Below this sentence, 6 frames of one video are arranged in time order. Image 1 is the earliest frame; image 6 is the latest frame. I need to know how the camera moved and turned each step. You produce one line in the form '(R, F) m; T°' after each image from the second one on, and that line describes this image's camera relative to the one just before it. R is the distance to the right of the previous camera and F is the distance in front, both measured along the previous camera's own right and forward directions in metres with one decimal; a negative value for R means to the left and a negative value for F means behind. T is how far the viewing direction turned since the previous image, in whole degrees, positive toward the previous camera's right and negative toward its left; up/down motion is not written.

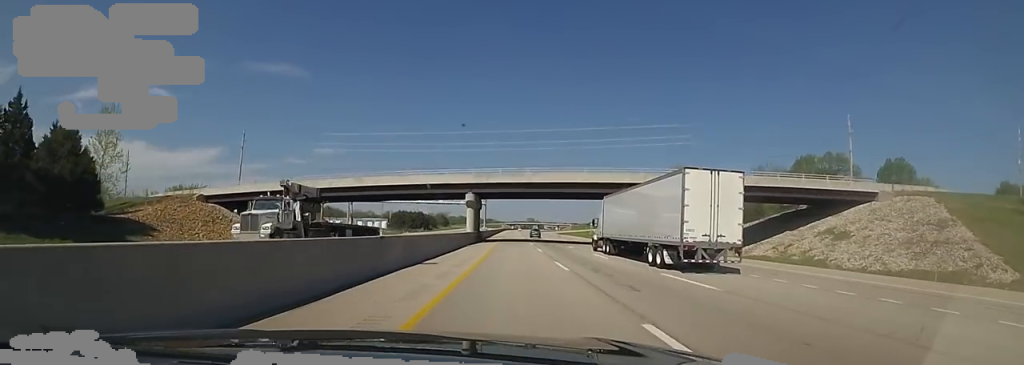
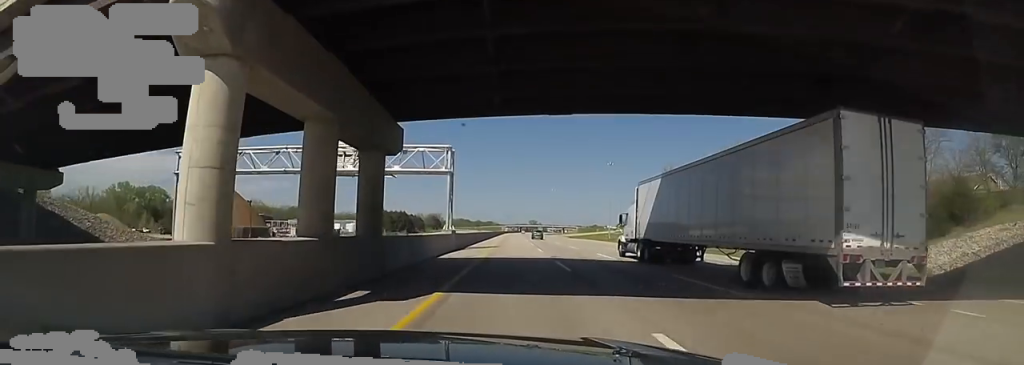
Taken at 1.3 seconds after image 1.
(+0.1, +46.4) m; 0°
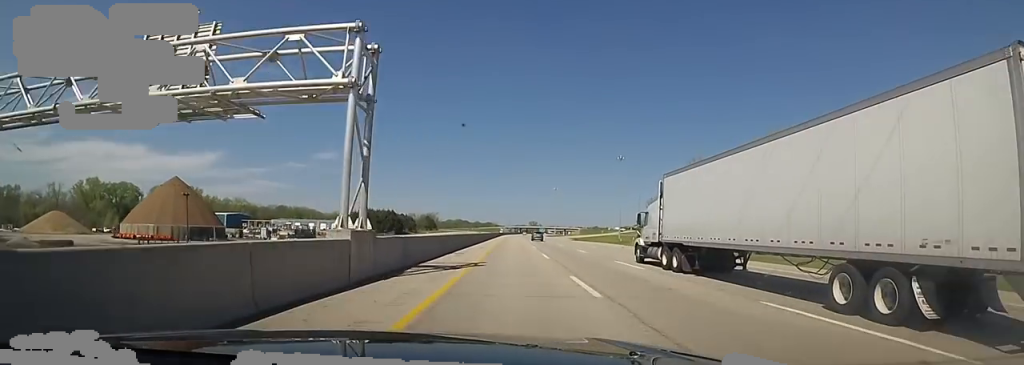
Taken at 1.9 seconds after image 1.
(-0.1, +21.3) m; 0°
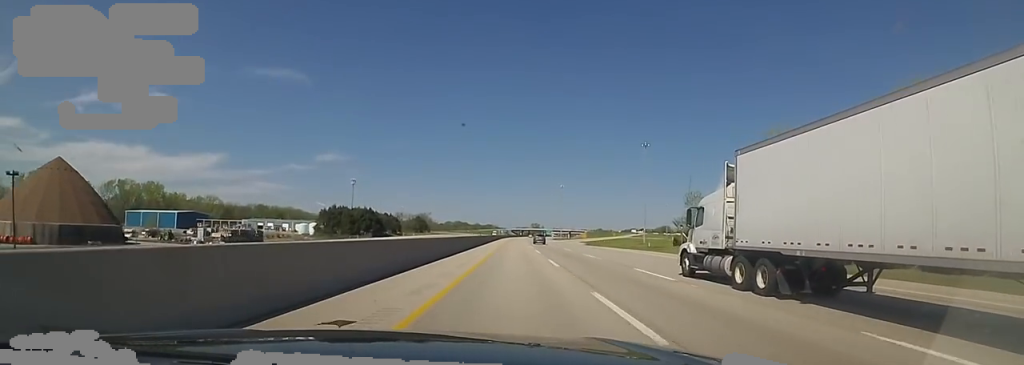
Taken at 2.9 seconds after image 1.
(+0.1, +34.3) m; 0°
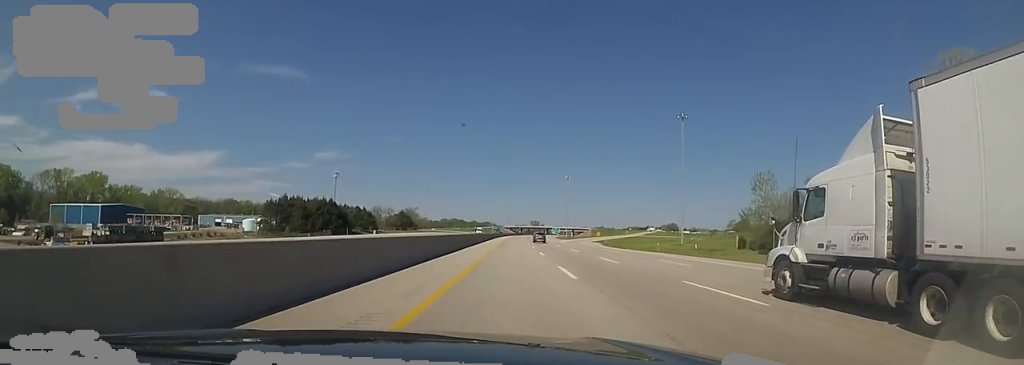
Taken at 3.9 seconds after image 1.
(0.0, +36.6) m; 0°
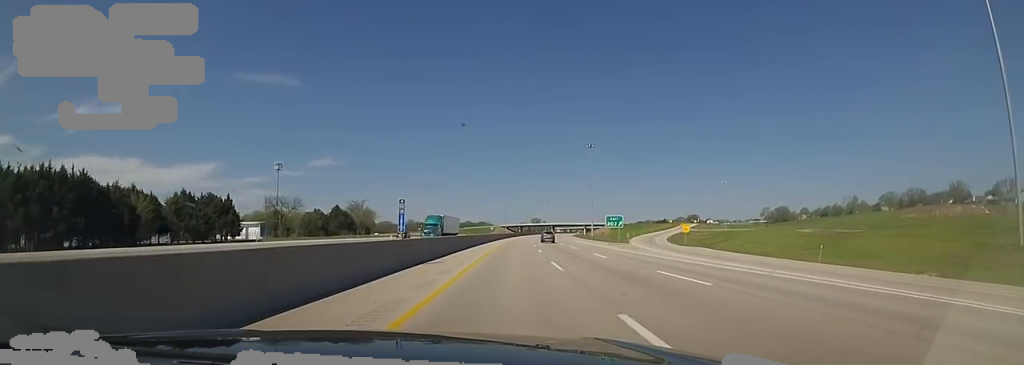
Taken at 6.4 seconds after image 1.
(+0.4, +88.0) m; 0°
